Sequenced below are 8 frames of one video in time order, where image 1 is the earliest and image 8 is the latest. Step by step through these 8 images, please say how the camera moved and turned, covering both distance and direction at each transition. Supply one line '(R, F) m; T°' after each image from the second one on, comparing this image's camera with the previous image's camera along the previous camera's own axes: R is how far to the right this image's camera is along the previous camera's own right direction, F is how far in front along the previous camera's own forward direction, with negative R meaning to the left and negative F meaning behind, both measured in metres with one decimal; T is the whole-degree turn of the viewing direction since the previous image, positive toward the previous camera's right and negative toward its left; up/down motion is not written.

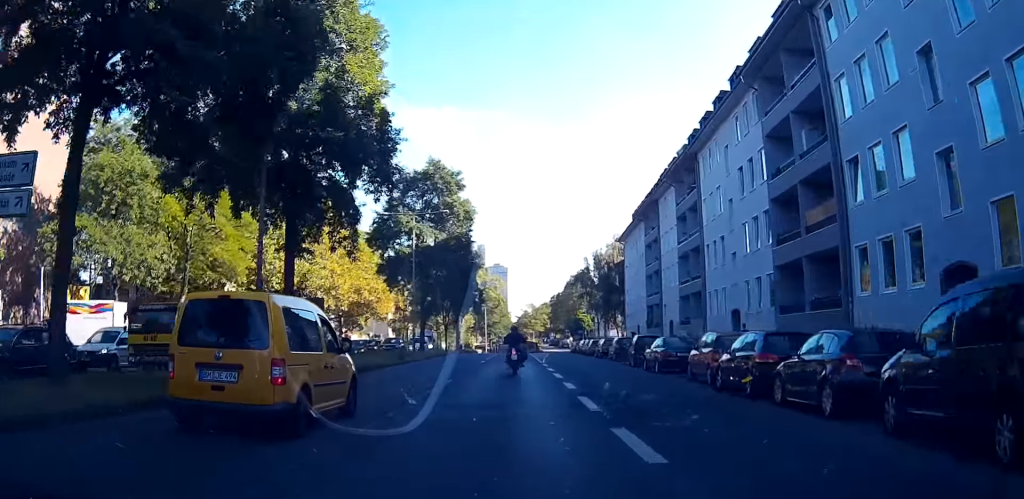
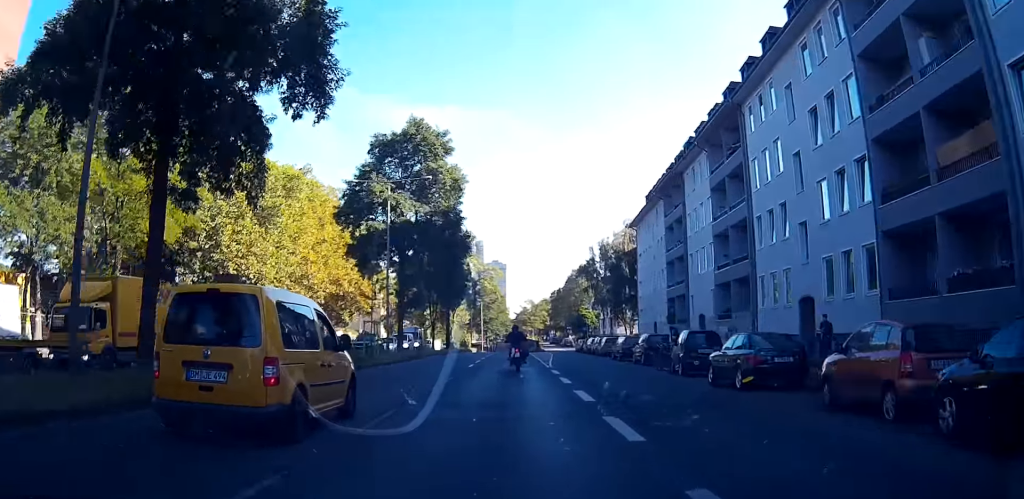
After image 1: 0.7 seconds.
(0.0, +11.8) m; 0°
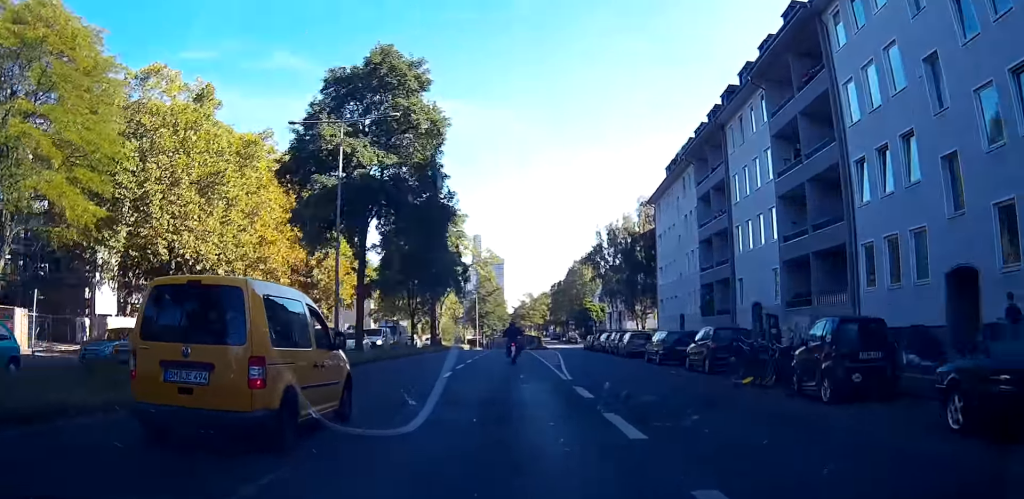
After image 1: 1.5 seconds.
(+0.1, +13.2) m; 0°
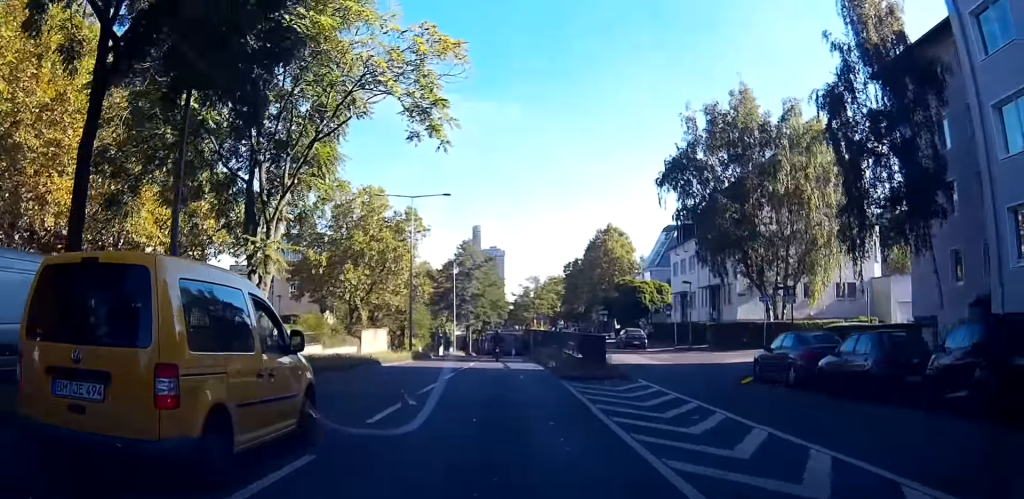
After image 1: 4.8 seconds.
(+1.3, +56.6) m; +2°
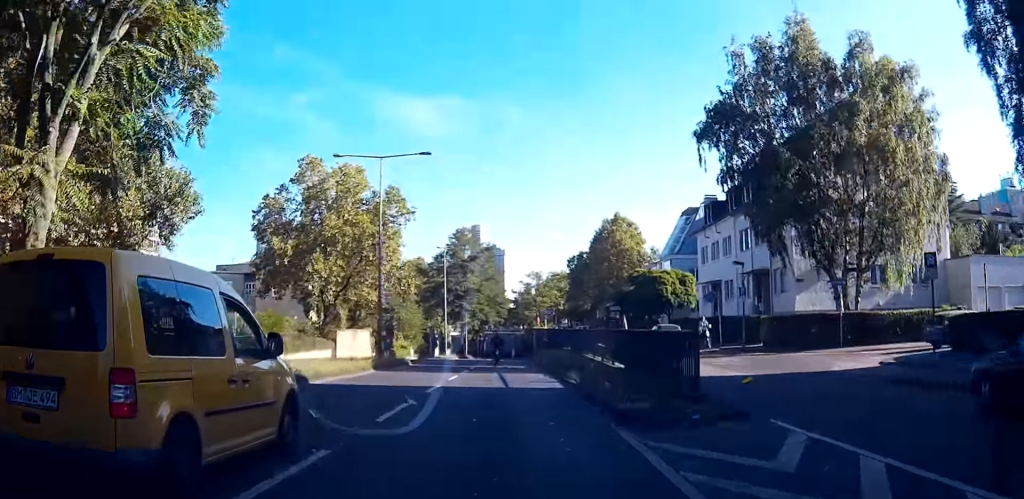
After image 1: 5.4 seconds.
(-0.2, +11.9) m; 0°
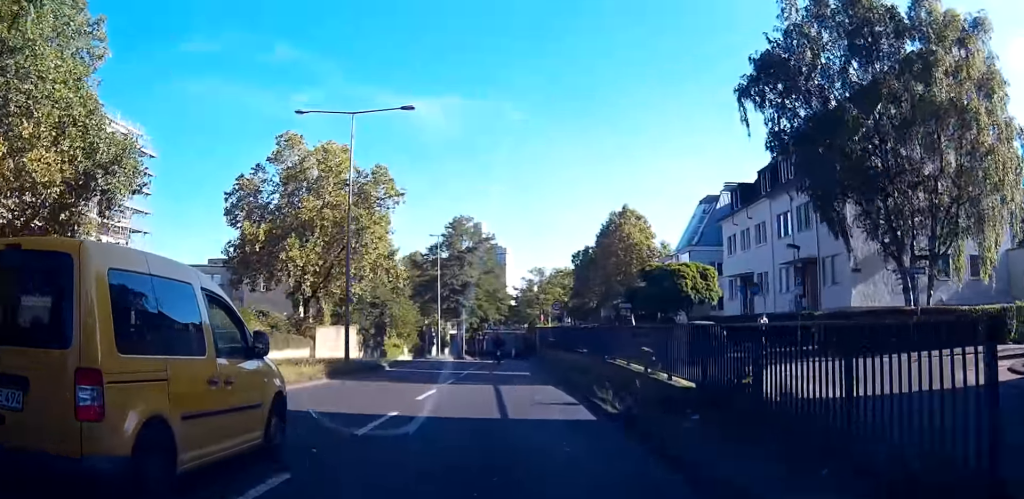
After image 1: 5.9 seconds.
(-0.1, +7.8) m; 0°
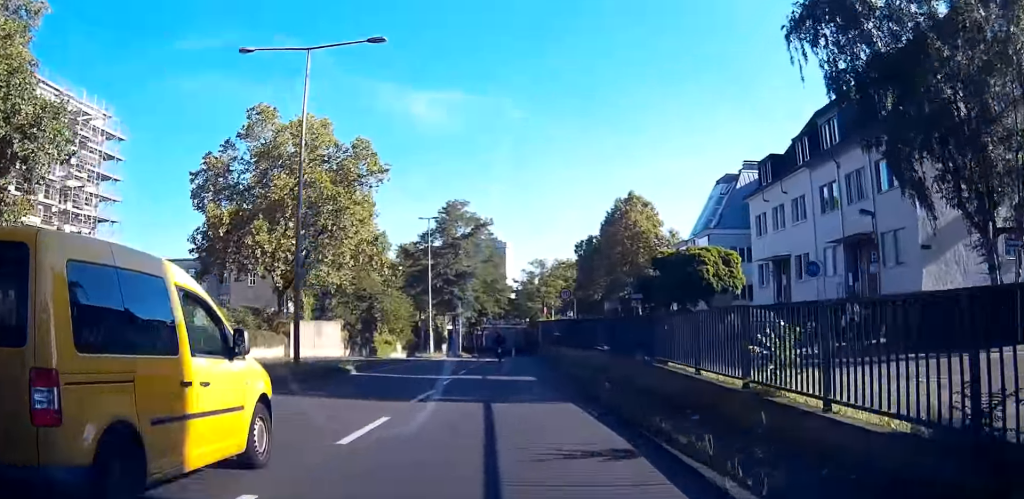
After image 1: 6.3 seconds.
(+0.1, +7.1) m; 0°
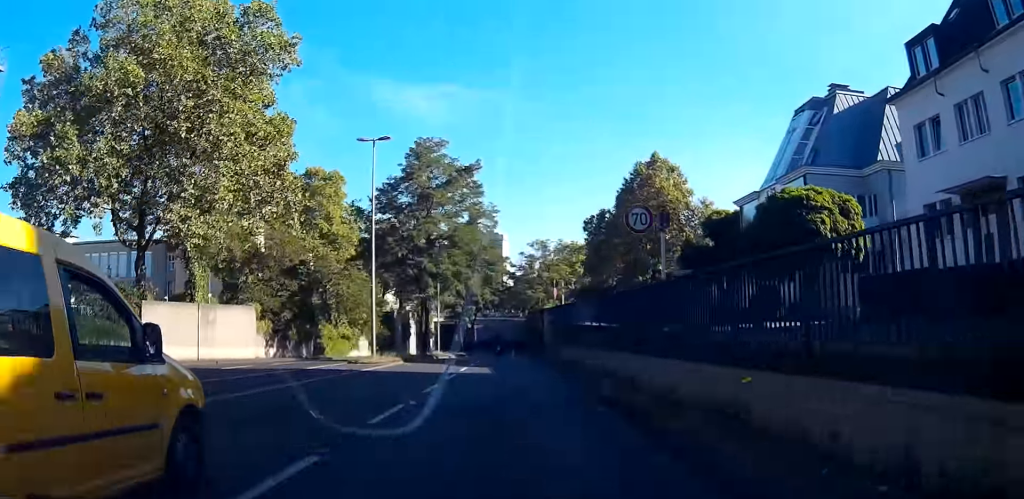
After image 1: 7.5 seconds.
(0.0, +22.5) m; 0°
